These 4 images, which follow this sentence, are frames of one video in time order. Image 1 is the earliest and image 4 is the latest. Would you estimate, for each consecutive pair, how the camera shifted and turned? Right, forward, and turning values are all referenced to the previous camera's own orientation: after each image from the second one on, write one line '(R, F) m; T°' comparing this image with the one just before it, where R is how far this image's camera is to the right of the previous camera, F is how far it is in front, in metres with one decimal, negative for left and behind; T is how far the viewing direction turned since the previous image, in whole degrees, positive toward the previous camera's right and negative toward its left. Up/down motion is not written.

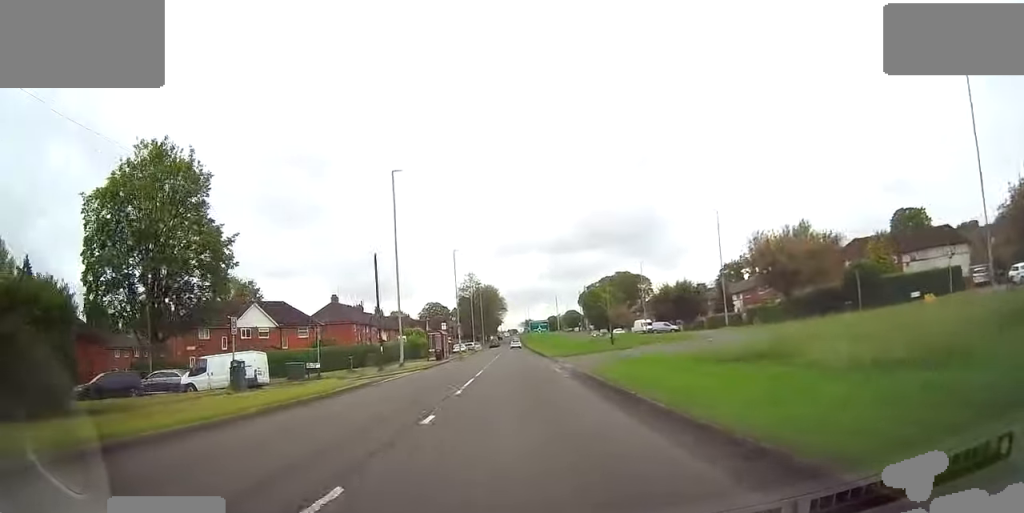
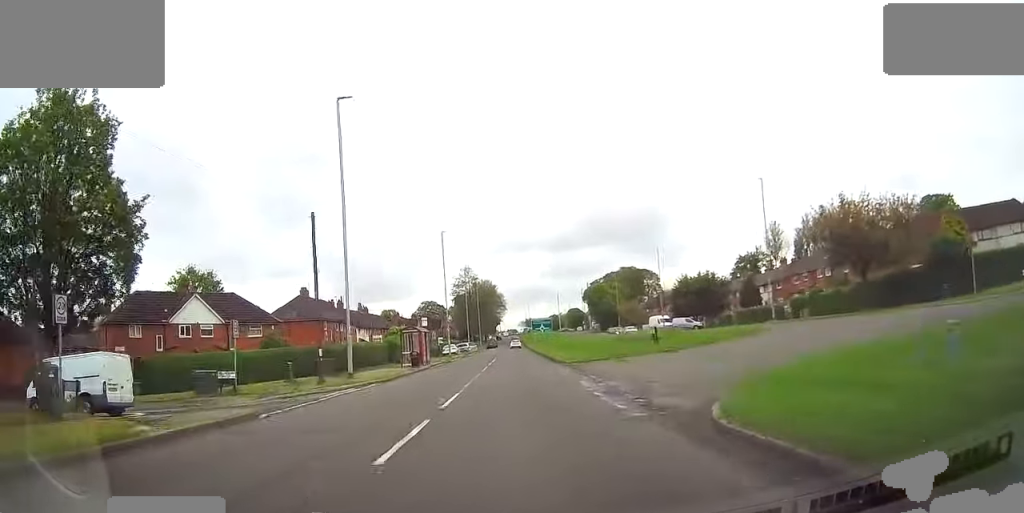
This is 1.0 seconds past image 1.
(+0.3, +13.1) m; 0°
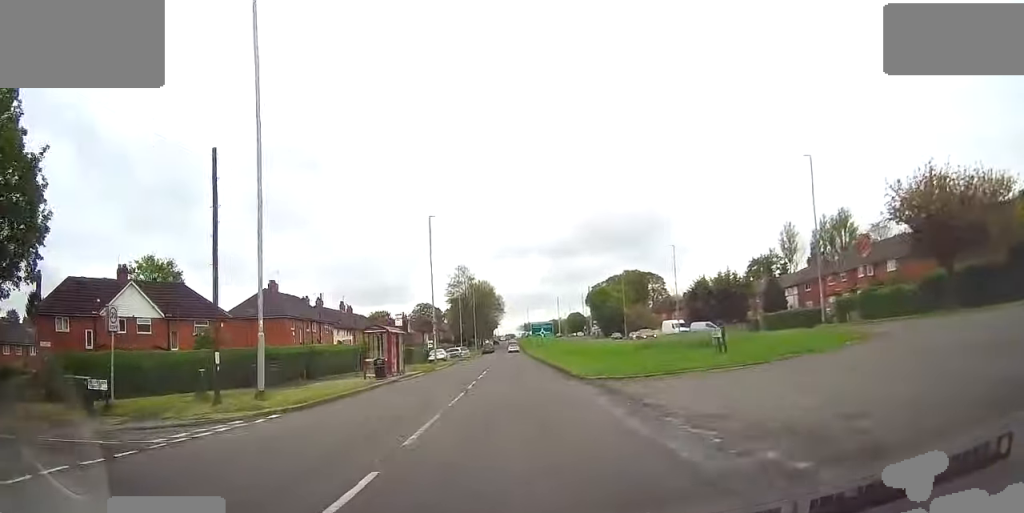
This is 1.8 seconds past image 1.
(-0.5, +10.1) m; 0°
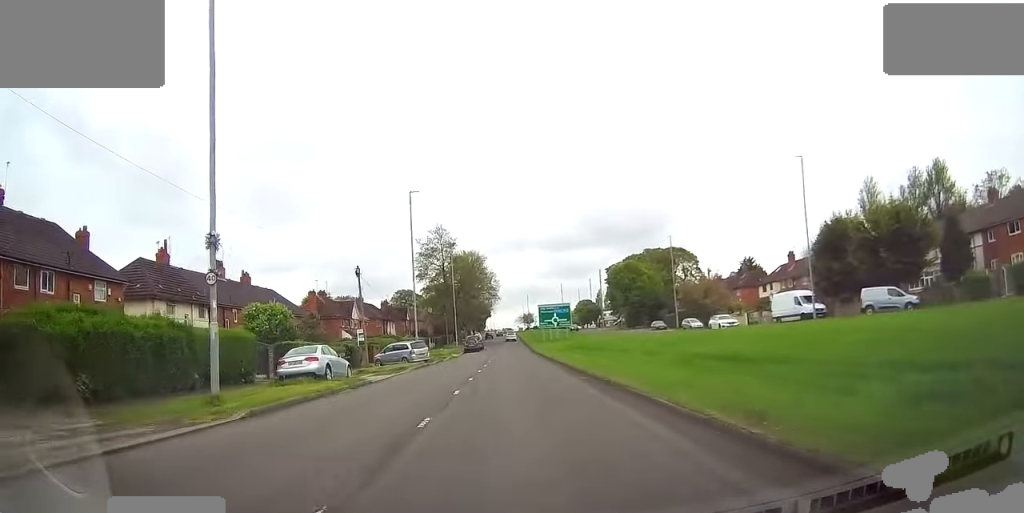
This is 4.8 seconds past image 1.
(+0.2, +41.2) m; -1°
